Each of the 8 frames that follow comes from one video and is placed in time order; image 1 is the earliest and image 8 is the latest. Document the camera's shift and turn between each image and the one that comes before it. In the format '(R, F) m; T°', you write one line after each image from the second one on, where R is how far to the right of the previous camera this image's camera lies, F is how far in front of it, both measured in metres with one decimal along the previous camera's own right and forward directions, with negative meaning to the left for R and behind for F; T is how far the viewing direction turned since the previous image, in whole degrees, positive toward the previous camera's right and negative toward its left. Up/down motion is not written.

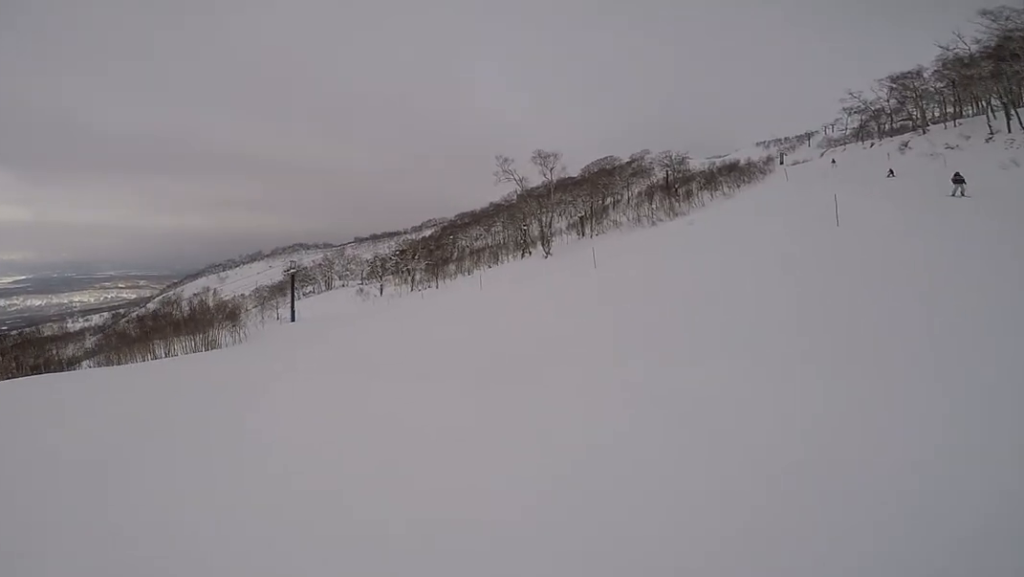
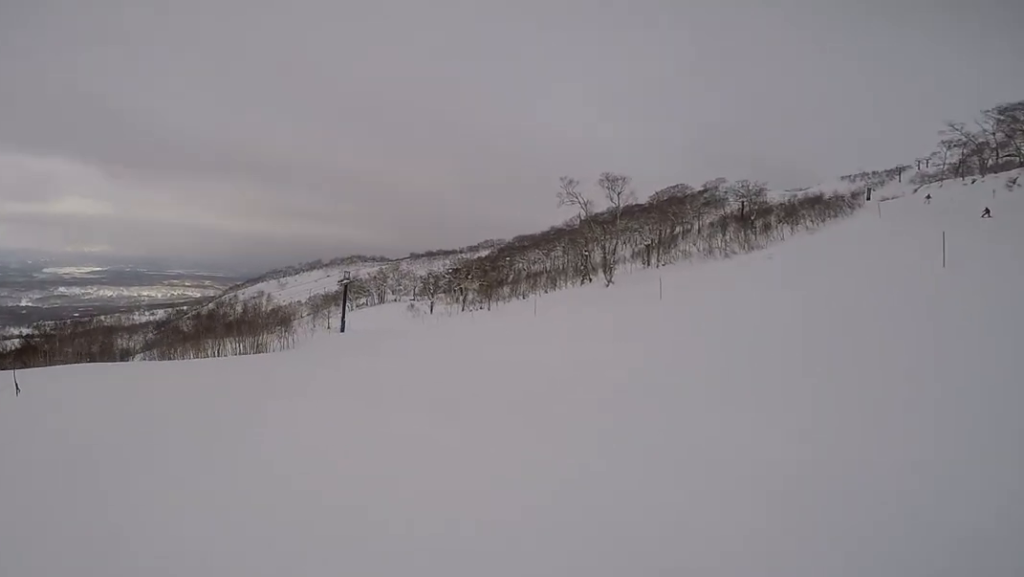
(-0.1, +1.6) m; +3°
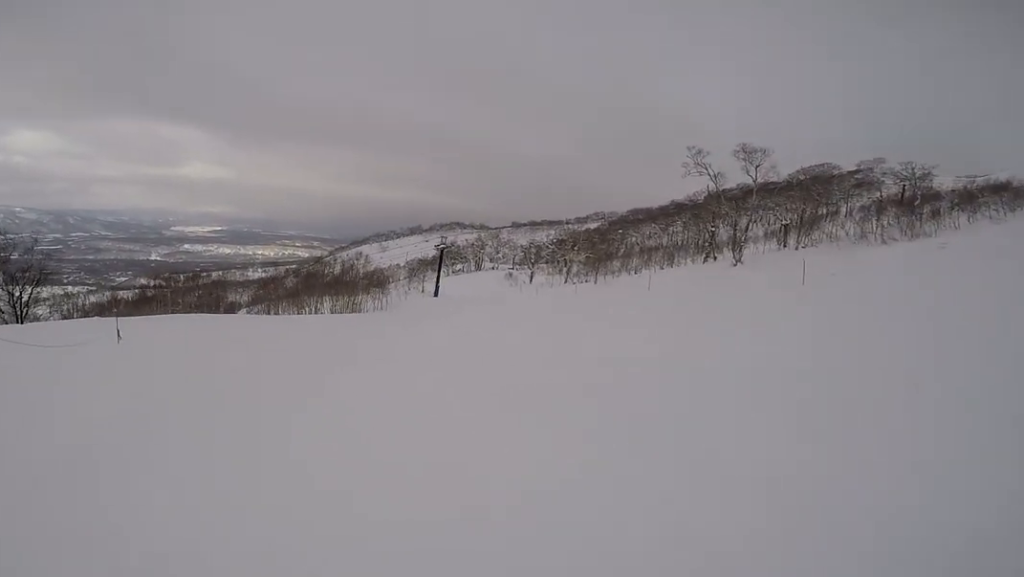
(+0.4, +2.2) m; -3°
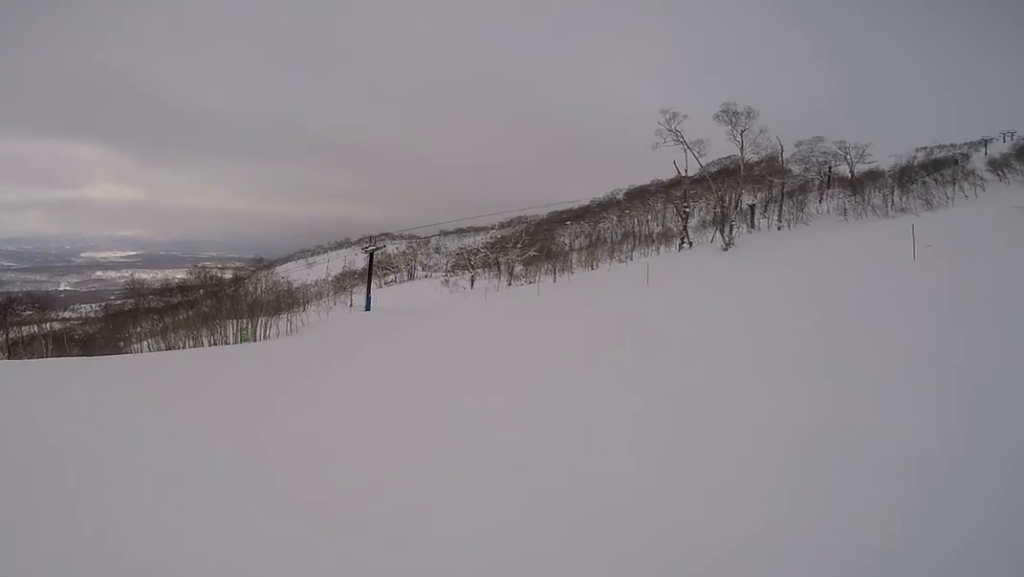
(-3.7, +14.2) m; -5°
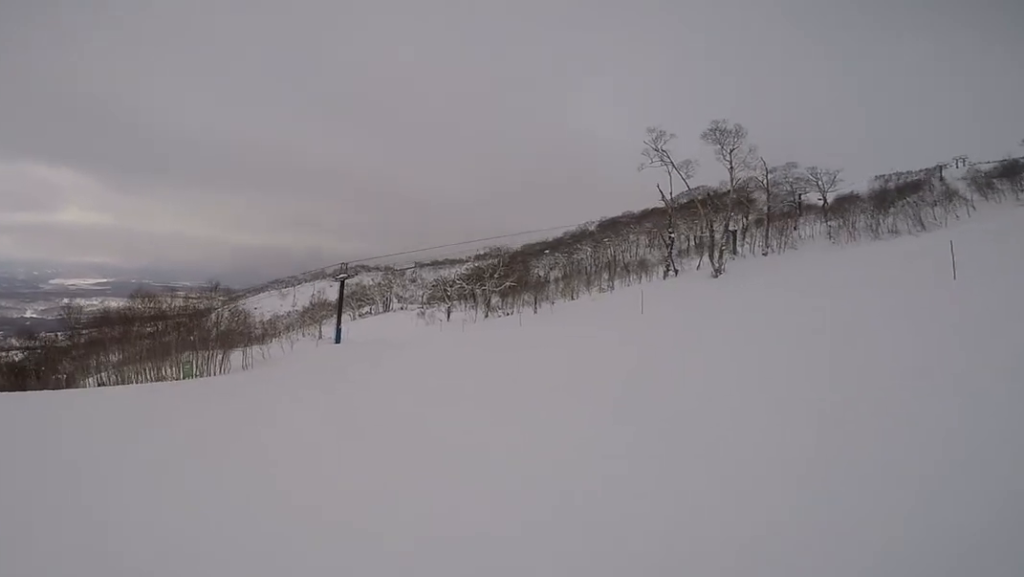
(+0.6, +3.7) m; +1°
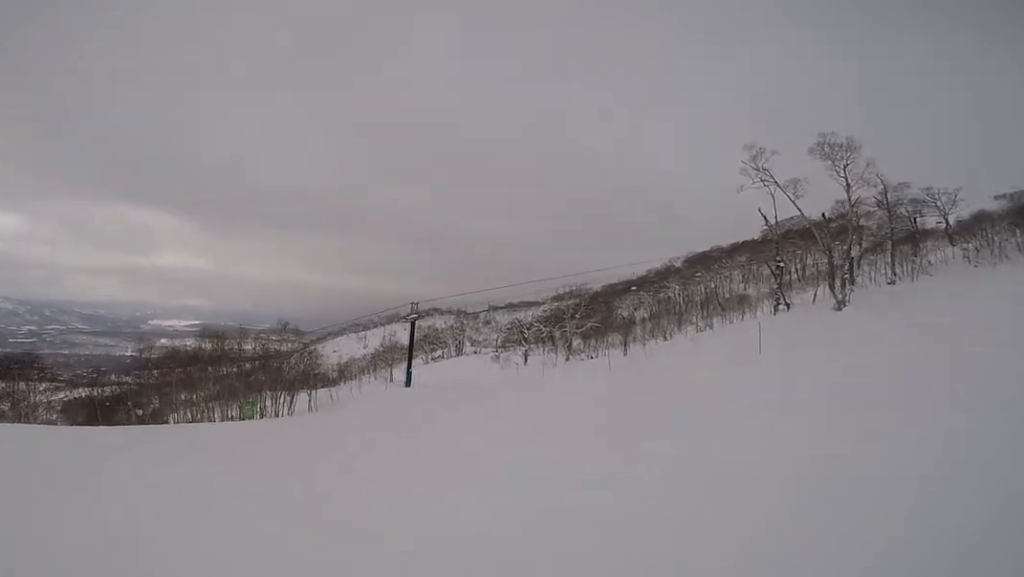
(+0.5, +2.7) m; -1°
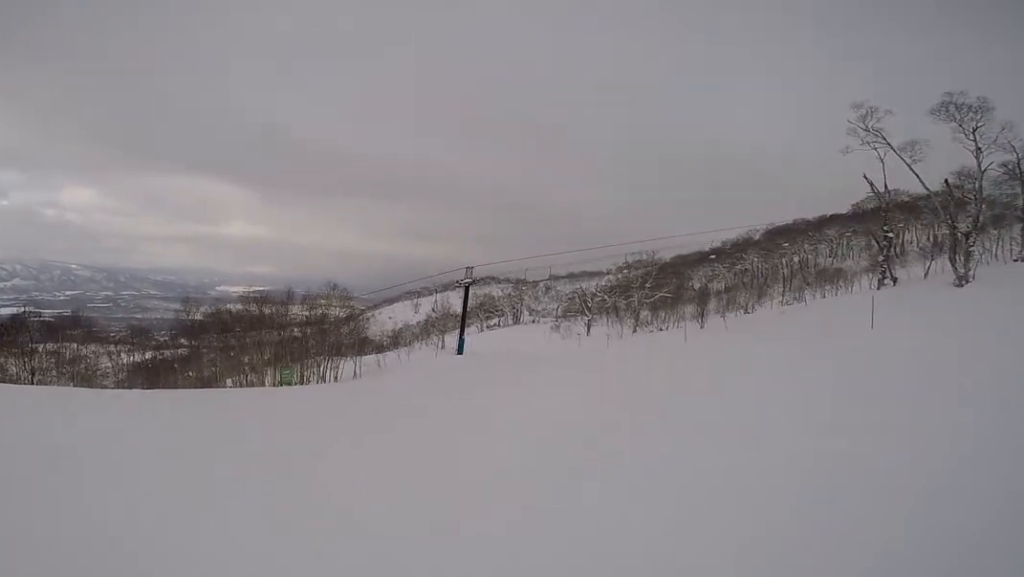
(-0.6, +2.2) m; 0°
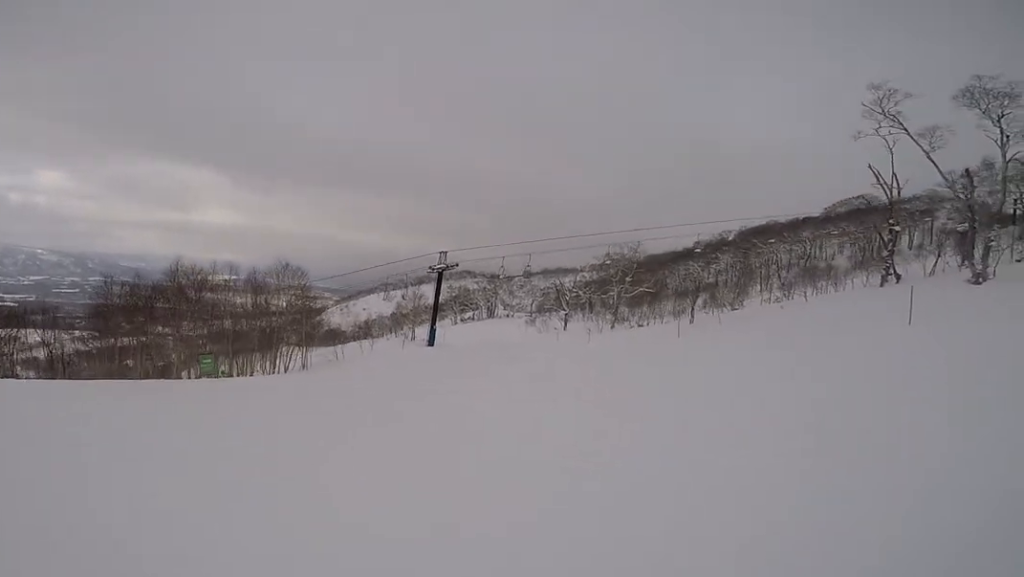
(-0.5, +4.0) m; +1°
